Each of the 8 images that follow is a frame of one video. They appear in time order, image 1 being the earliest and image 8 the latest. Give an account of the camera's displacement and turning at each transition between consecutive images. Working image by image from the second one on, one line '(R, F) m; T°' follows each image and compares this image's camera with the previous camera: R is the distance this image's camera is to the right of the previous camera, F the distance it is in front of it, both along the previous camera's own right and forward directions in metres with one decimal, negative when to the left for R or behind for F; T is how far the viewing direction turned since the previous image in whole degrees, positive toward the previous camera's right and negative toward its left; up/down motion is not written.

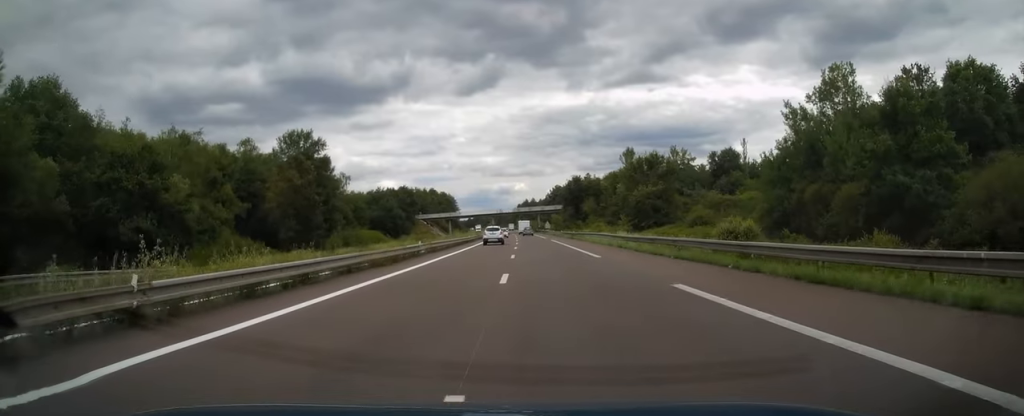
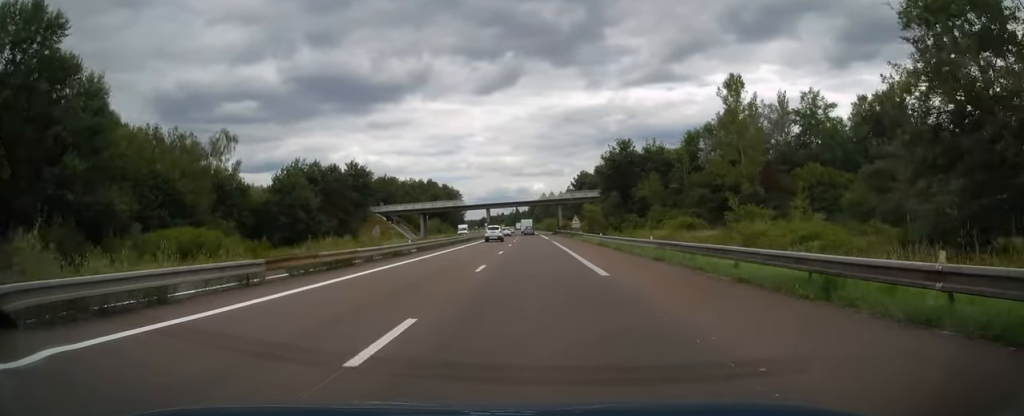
(-0.6, +62.4) m; -1°
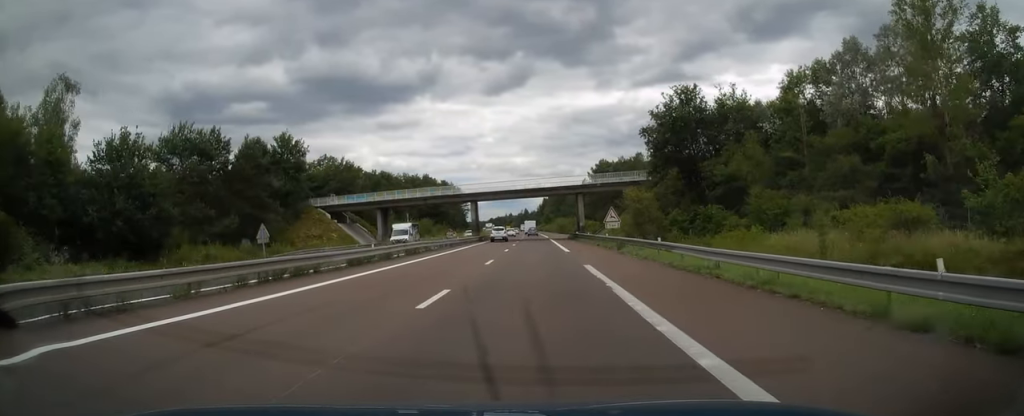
(-0.3, +35.1) m; -1°
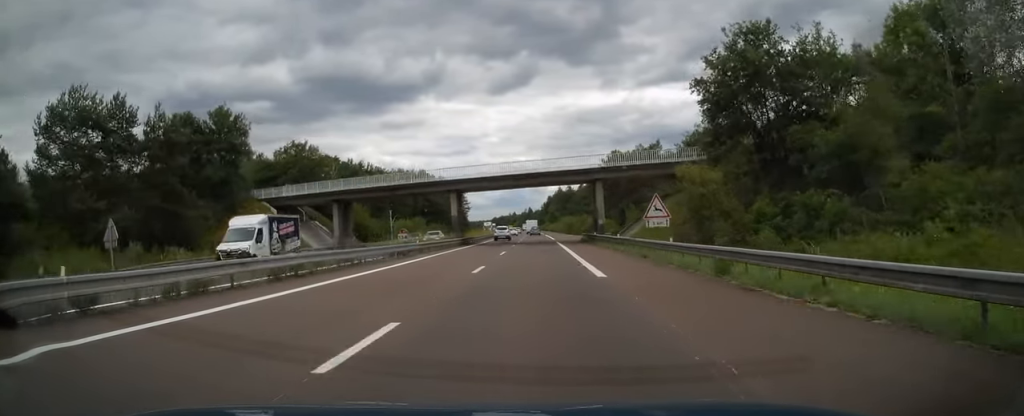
(-0.1, +18.2) m; -1°
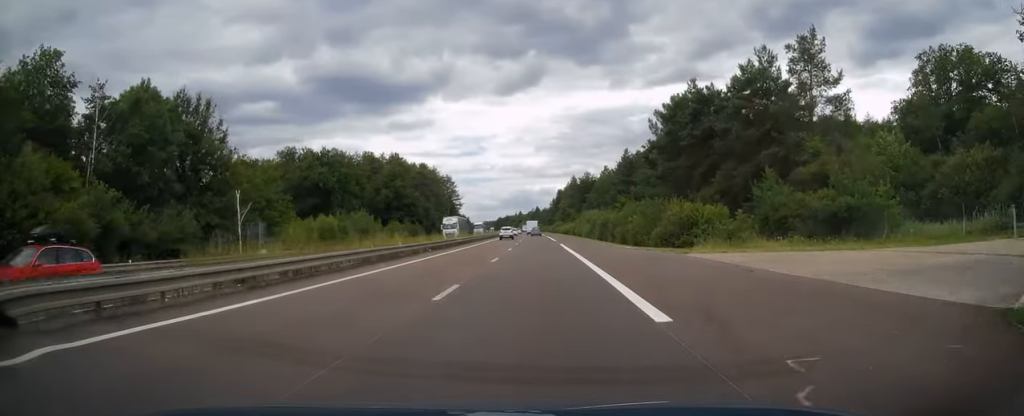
(-0.7, +60.4) m; -1°
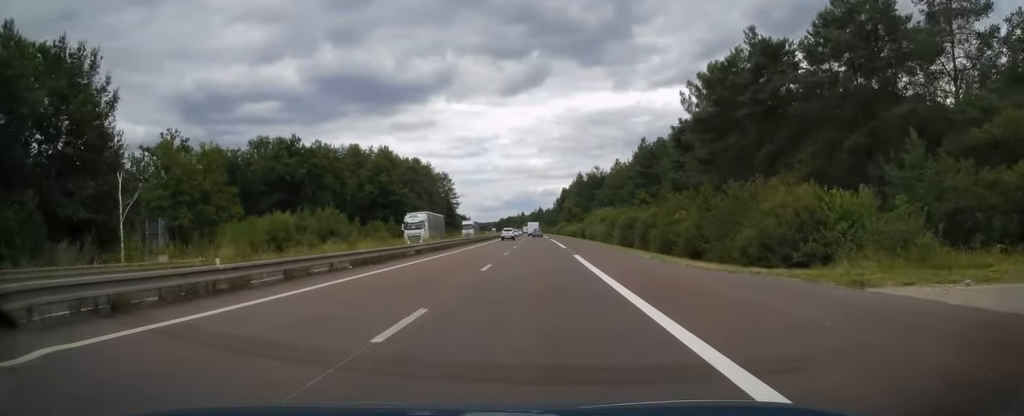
(0.0, +17.7) m; 0°
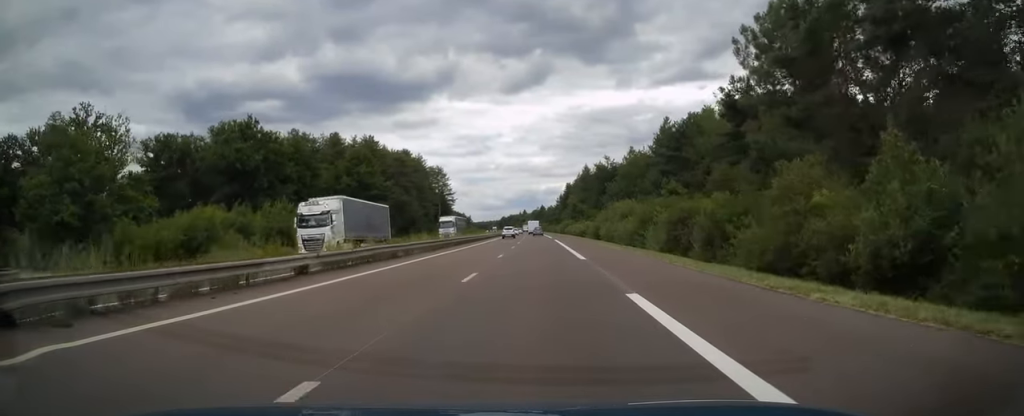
(0.0, +18.6) m; 0°
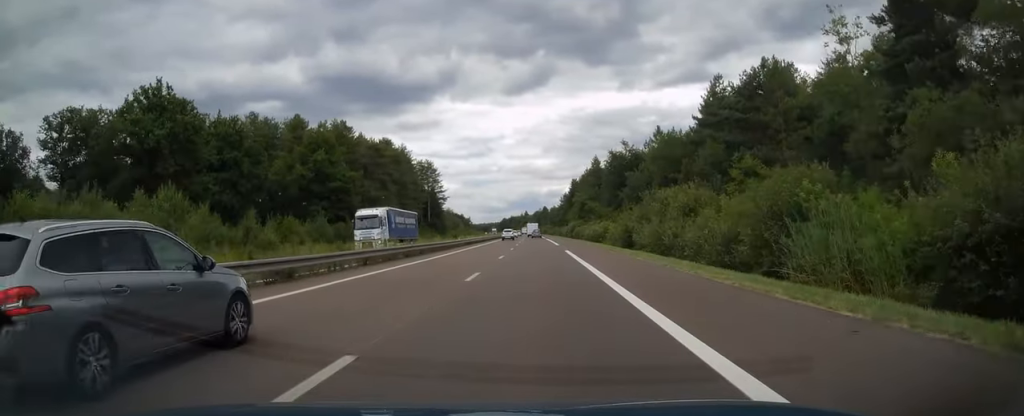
(-0.2, +25.4) m; -1°
